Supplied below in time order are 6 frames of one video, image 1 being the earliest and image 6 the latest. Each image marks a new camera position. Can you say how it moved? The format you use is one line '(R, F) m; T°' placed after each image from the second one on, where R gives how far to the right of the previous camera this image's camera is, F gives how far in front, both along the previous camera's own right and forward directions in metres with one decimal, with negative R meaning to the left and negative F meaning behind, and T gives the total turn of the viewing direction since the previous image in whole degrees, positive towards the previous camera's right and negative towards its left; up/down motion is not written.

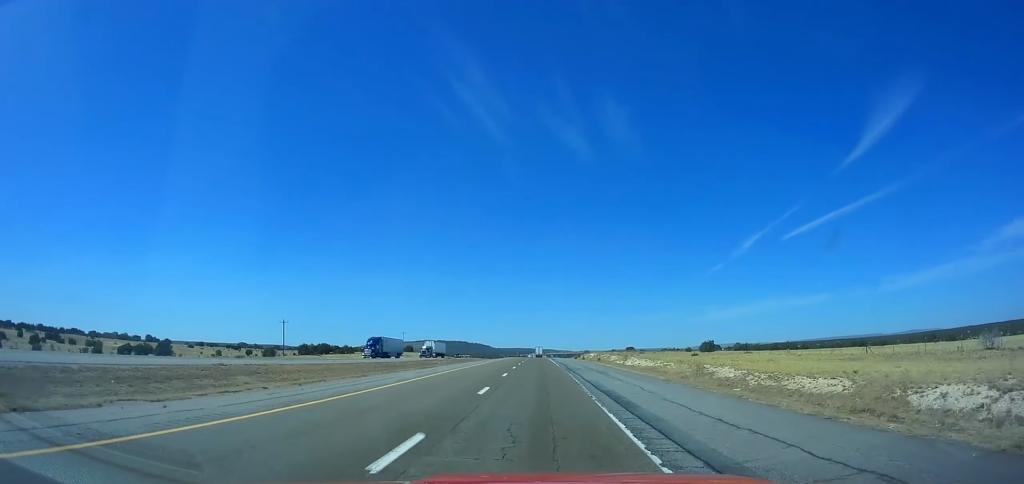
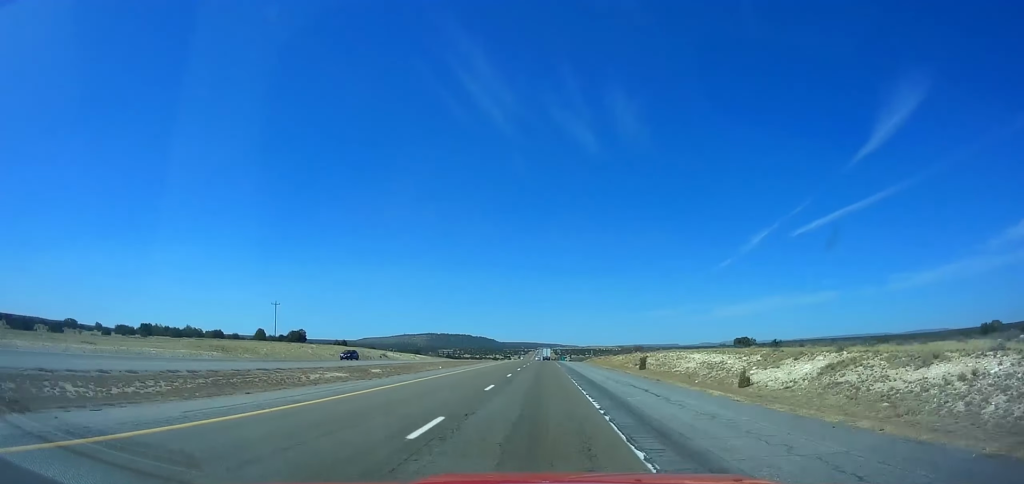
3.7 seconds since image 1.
(-0.6, +131.4) m; 0°
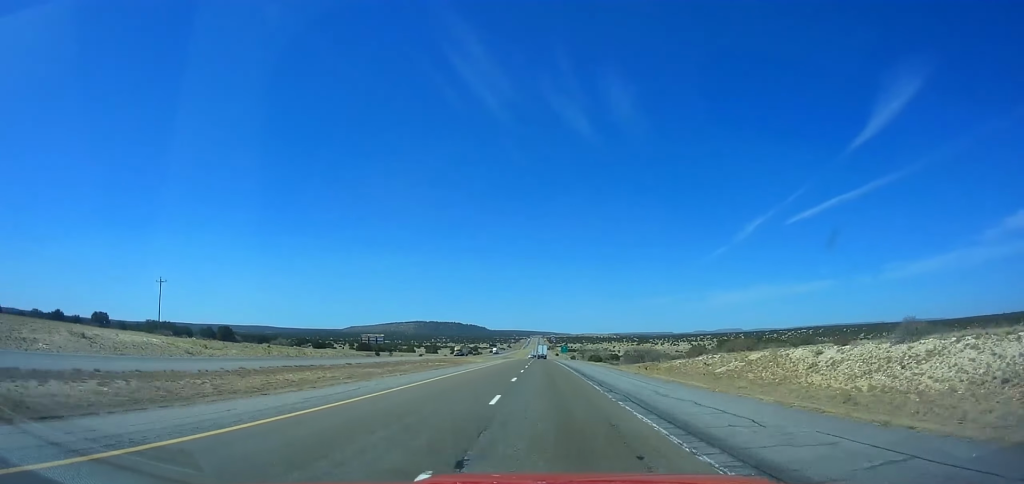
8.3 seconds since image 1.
(-0.1, +164.1) m; 0°
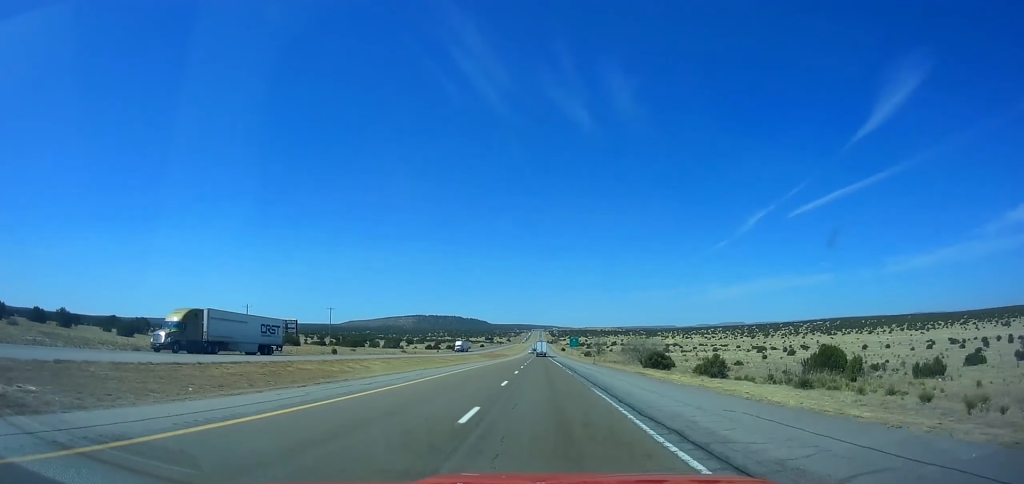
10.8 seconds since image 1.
(+0.2, +89.6) m; 0°
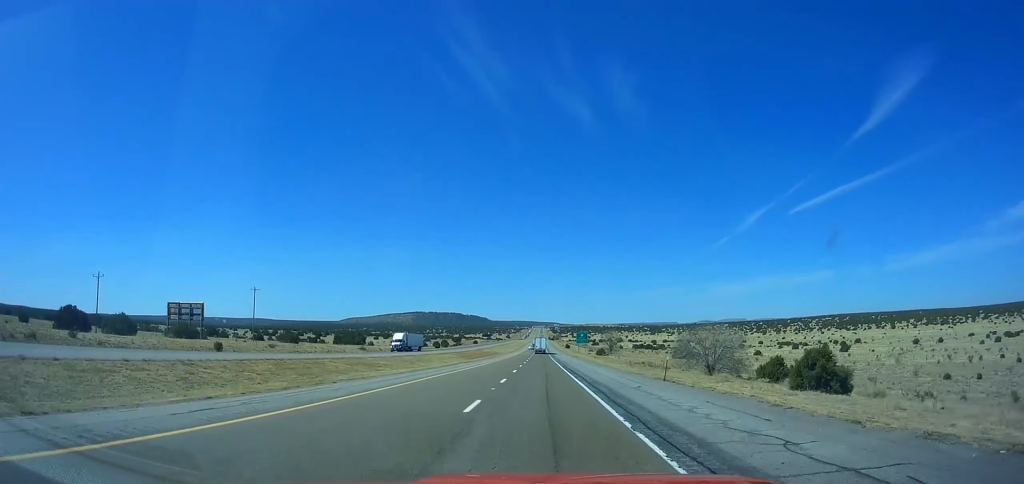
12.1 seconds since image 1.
(+0.4, +46.6) m; 0°
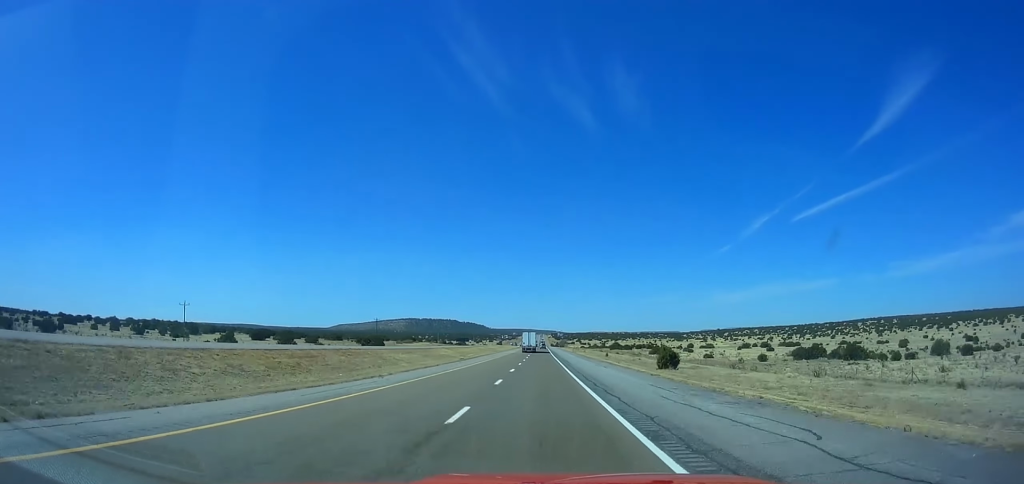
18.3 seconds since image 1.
(-1.2, +222.1) m; 0°
